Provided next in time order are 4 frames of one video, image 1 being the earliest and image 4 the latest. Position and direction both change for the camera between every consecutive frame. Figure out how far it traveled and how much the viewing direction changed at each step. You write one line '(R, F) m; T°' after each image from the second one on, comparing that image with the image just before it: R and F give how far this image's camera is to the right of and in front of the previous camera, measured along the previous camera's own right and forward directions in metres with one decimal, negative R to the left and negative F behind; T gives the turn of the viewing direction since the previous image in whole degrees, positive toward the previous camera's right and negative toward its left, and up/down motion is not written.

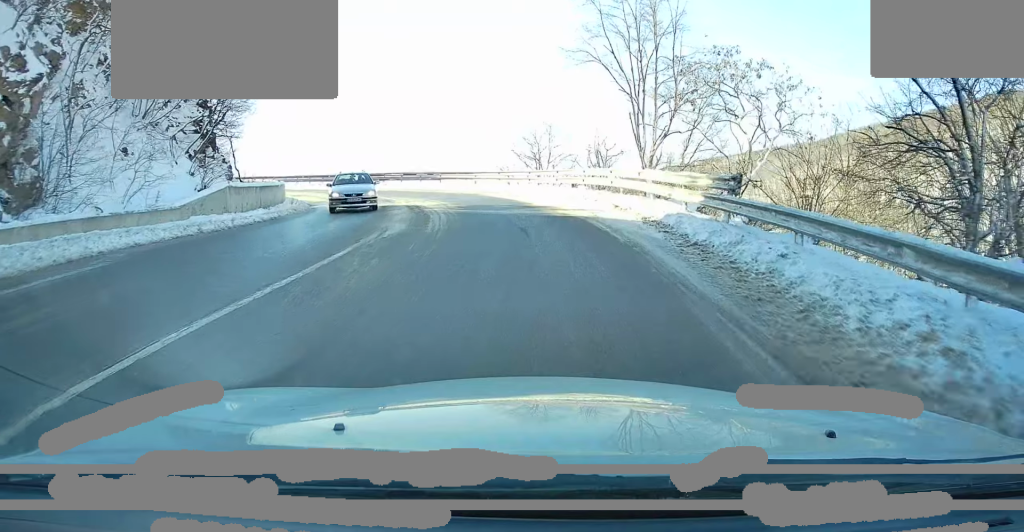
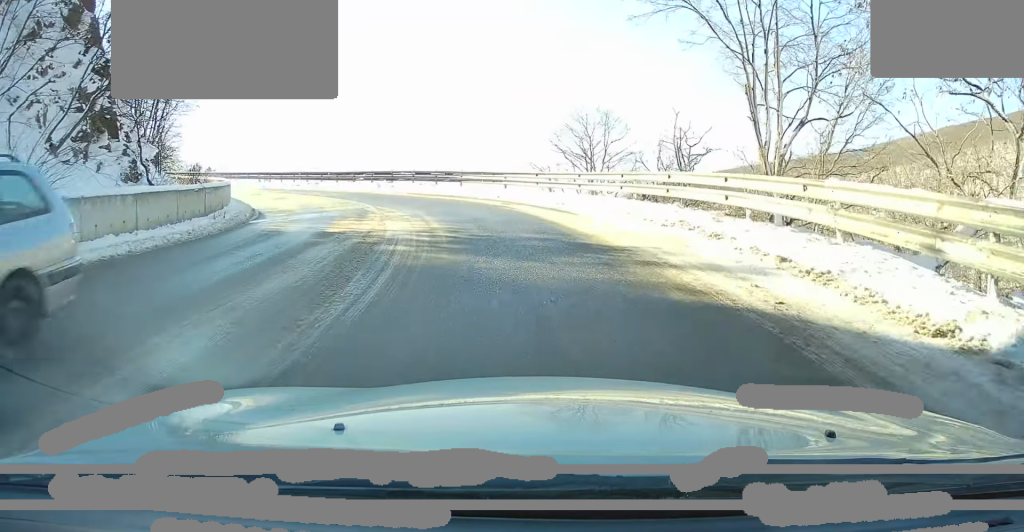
(+0.1, +10.5) m; -3°
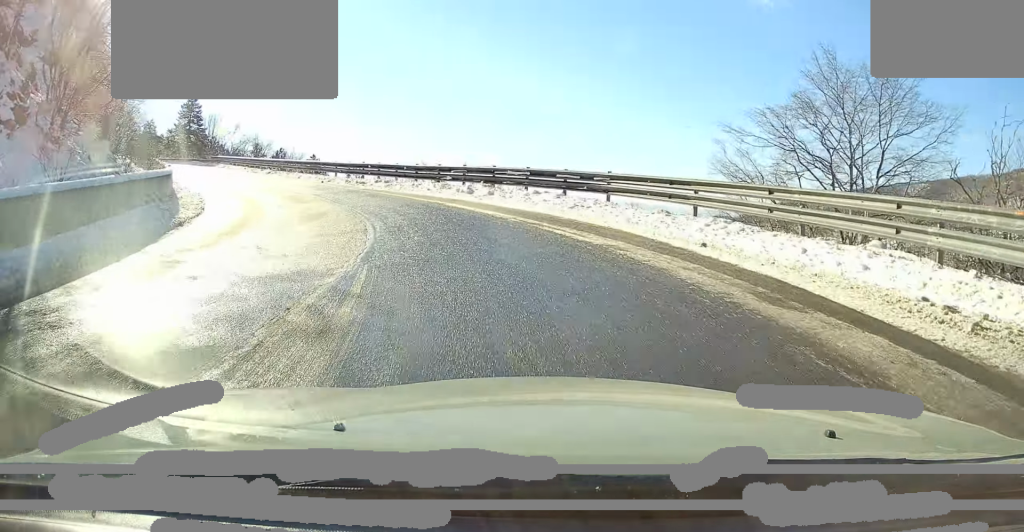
(-1.8, +15.3) m; -15°
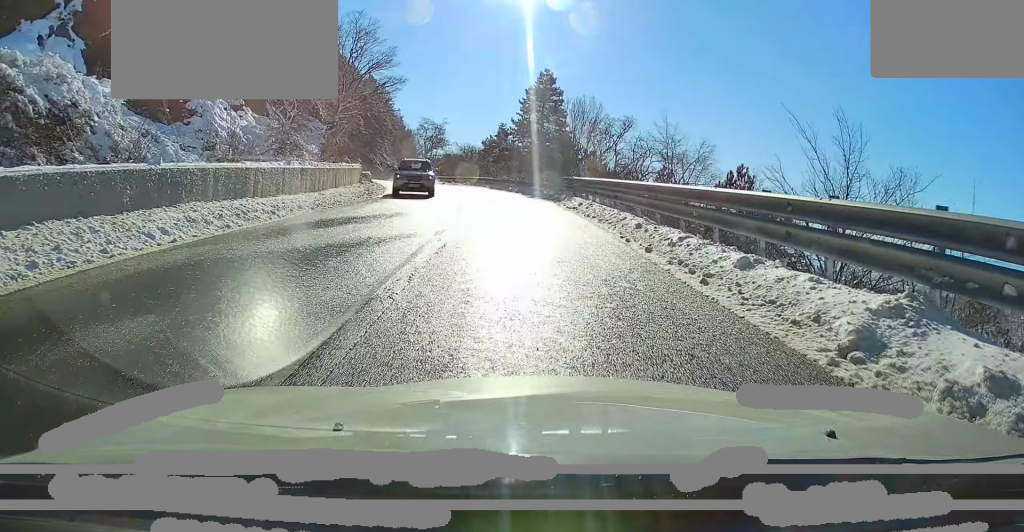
(-14.4, +42.6) m; -29°
